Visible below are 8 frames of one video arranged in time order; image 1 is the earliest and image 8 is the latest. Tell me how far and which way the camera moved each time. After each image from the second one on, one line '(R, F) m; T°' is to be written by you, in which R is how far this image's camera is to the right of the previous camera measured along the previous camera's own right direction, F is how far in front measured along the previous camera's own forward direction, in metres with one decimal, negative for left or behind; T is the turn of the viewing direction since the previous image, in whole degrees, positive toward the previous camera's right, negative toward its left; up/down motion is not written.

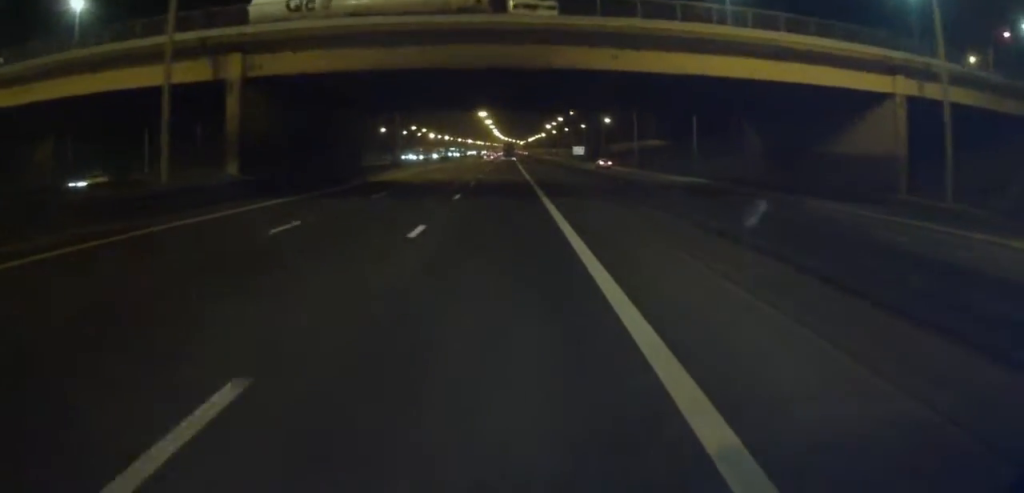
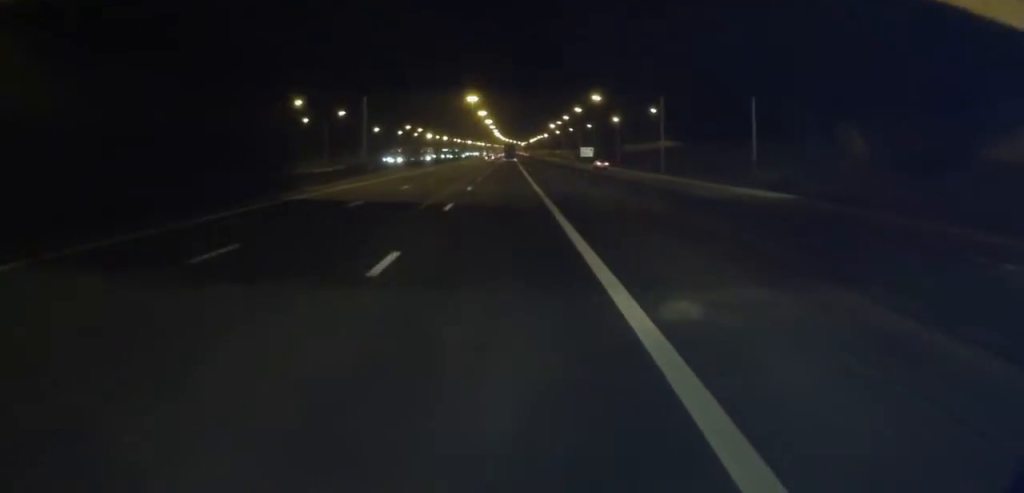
(-0.3, +17.3) m; -1°
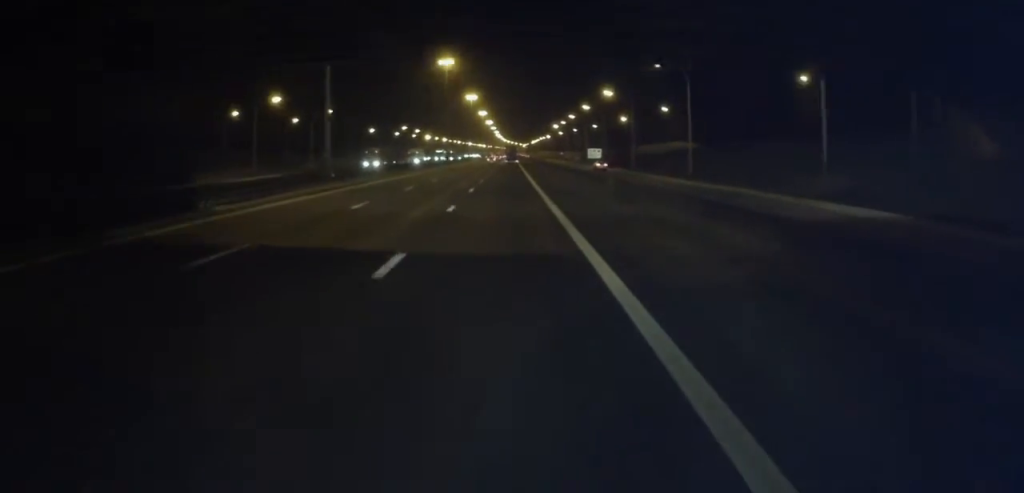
(0.0, +12.6) m; 0°
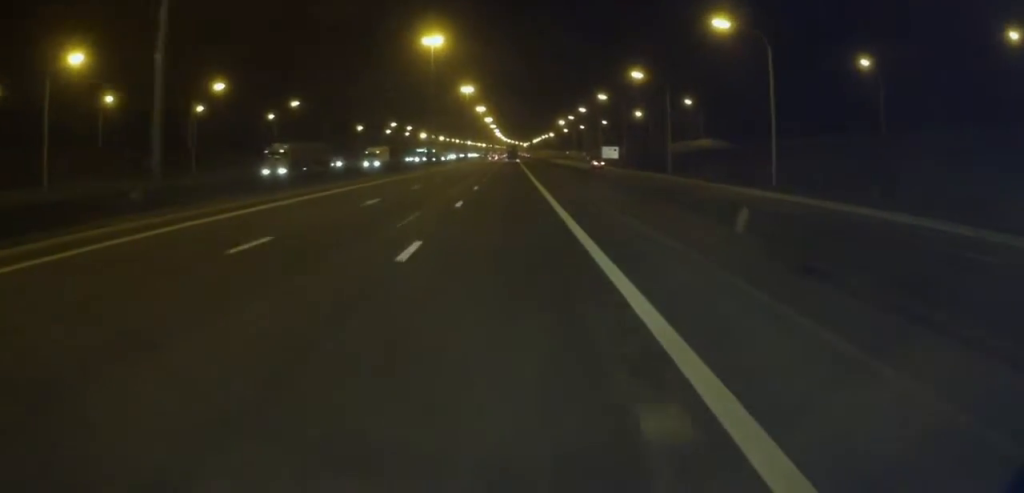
(0.0, +23.6) m; 0°
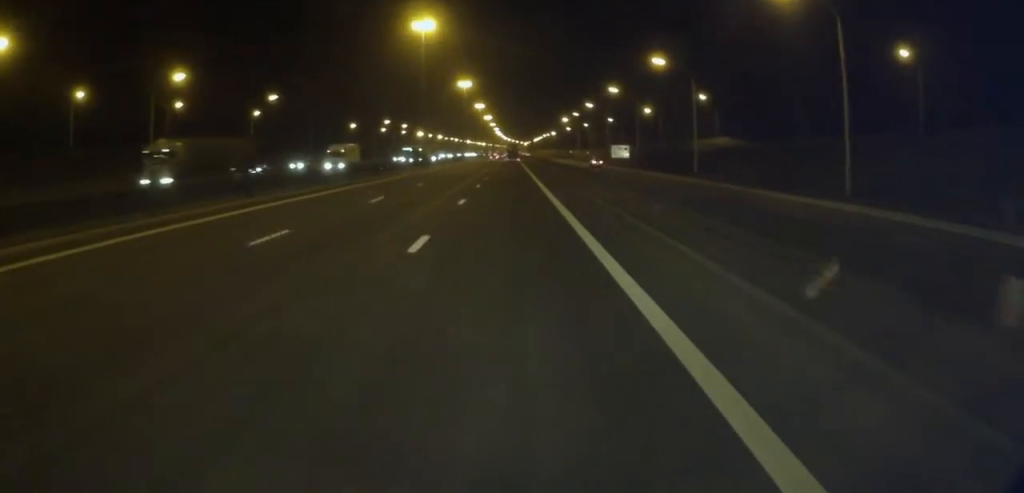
(0.0, +11.8) m; 0°
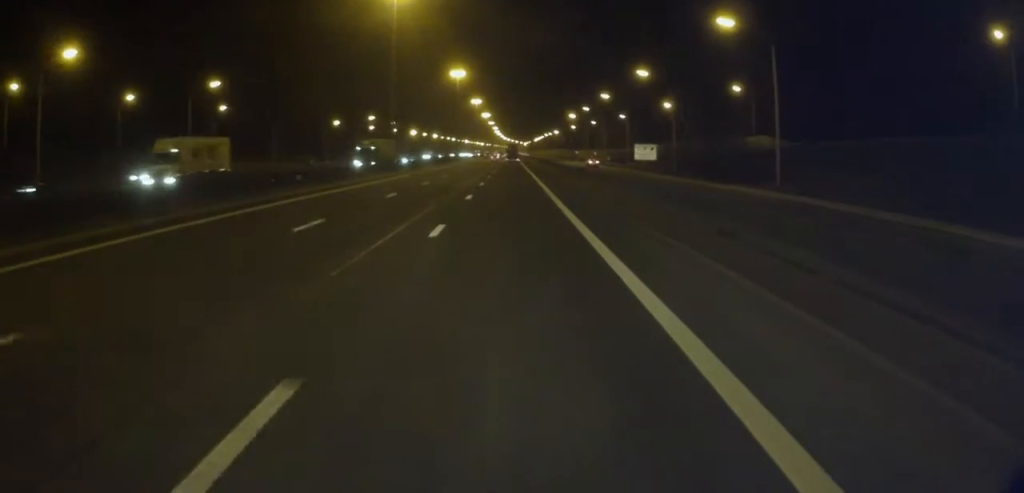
(0.0, +22.7) m; 0°
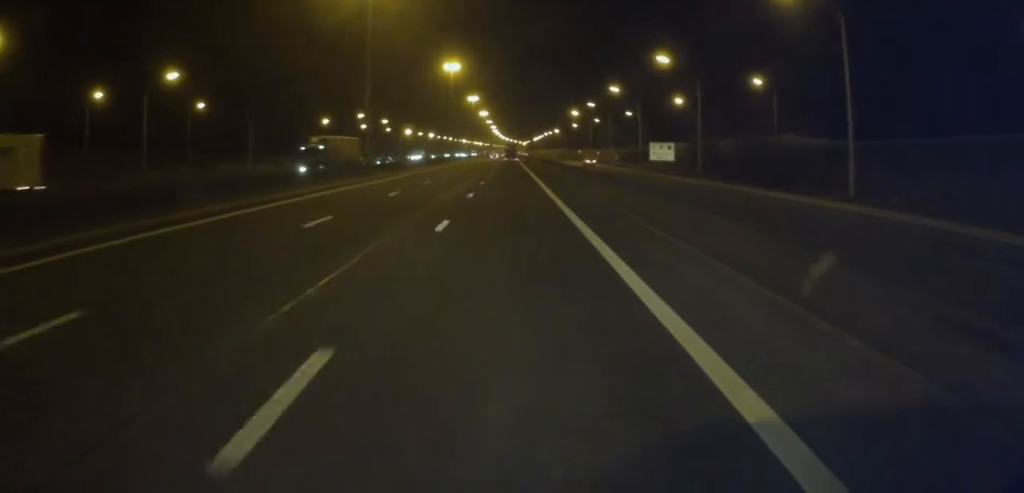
(+0.1, +11.9) m; -1°
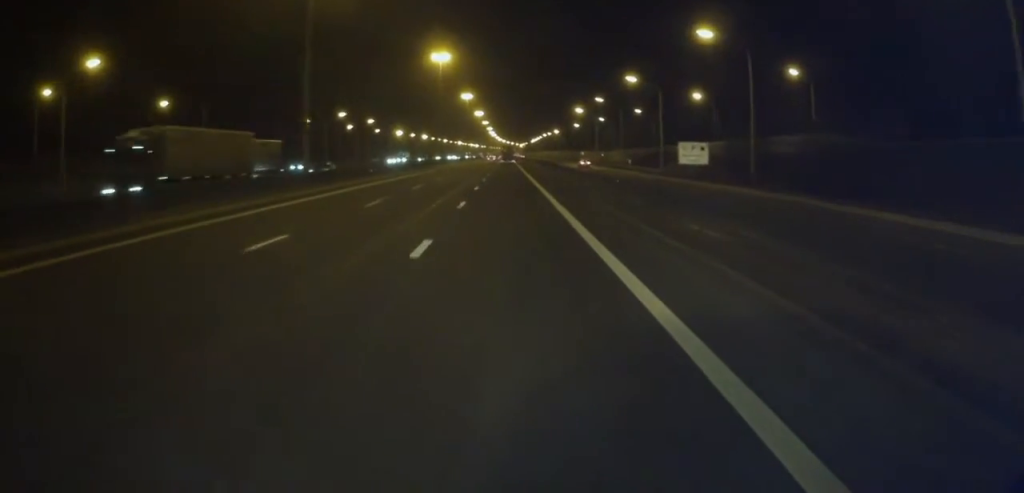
(-0.1, +16.5) m; -1°
